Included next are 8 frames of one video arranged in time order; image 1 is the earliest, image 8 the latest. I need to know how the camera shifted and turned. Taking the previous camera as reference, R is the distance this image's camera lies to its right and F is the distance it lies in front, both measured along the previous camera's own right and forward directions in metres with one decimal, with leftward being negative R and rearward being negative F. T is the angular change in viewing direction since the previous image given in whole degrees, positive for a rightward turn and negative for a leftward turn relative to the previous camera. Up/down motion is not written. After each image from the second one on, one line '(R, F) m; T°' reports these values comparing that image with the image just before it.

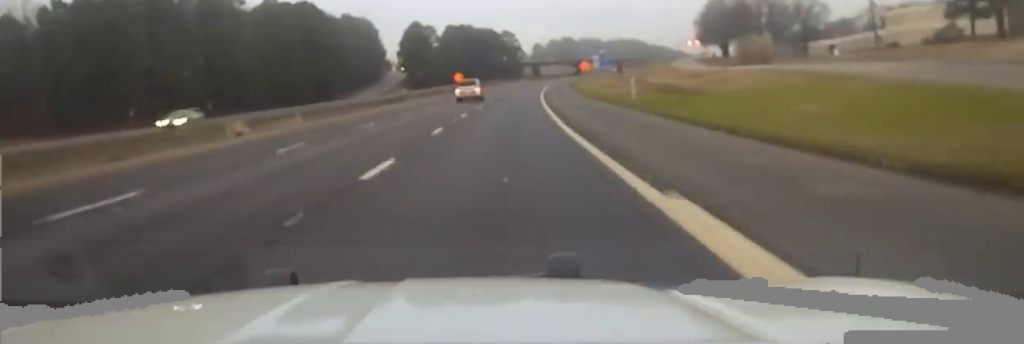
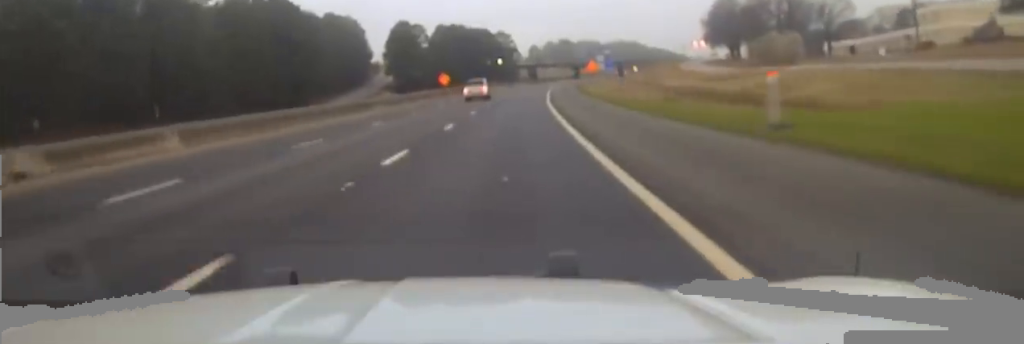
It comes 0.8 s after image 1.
(+0.1, +22.3) m; 0°
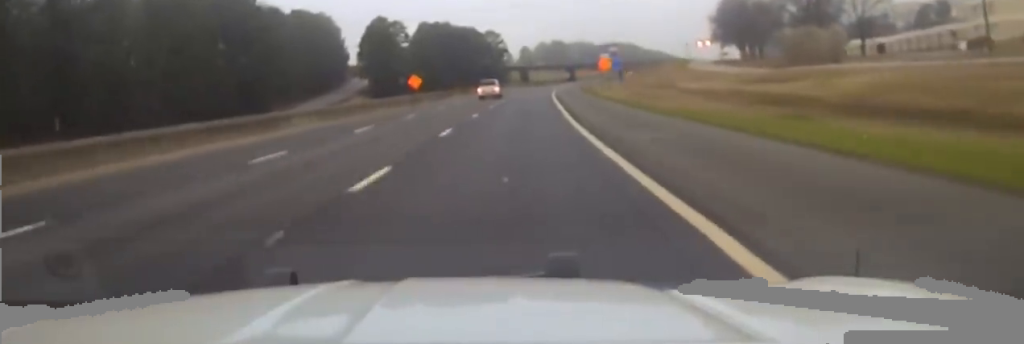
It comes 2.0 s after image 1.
(0.0, +29.1) m; 0°
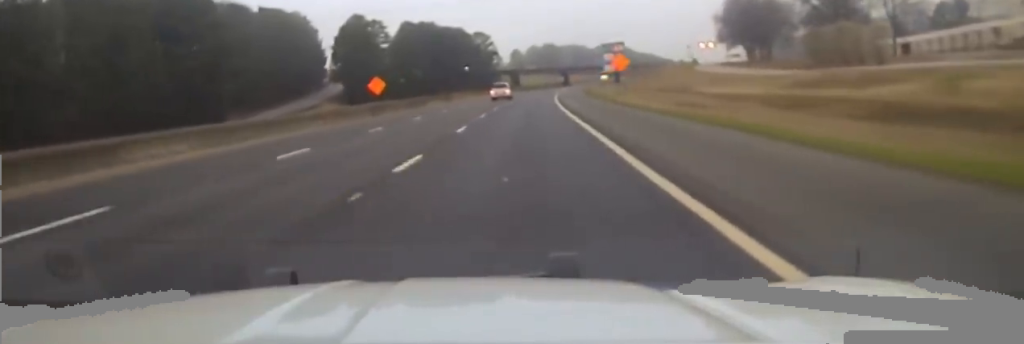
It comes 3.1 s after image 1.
(0.0, +22.3) m; +1°
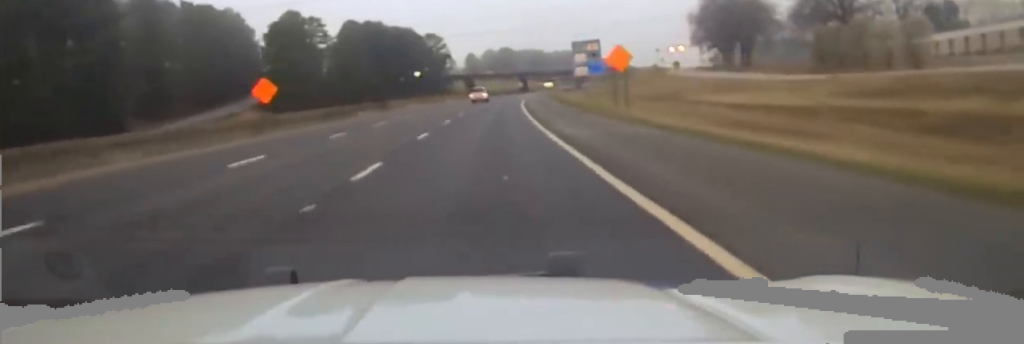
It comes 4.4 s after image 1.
(+0.6, +24.9) m; +4°
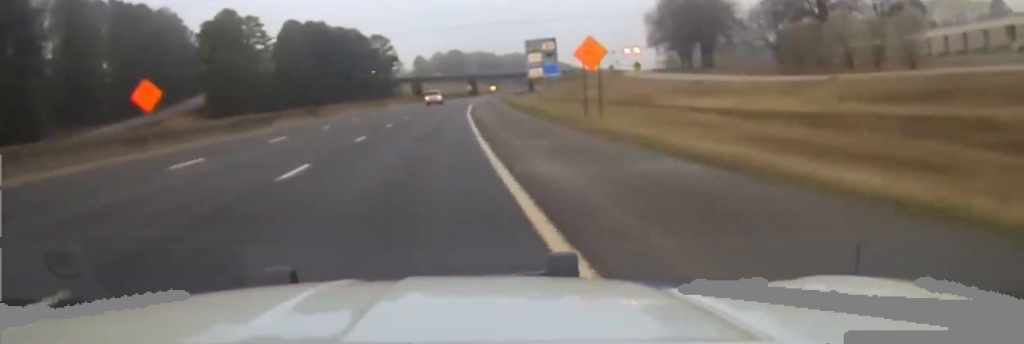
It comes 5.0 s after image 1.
(+0.4, +10.7) m; +1°
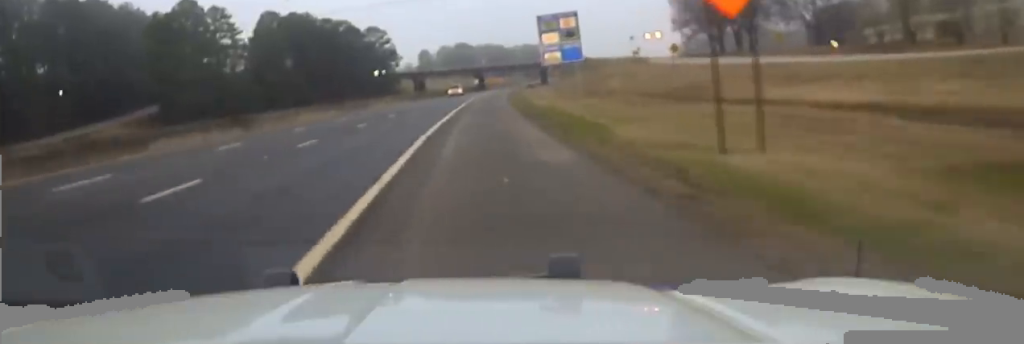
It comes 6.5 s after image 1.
(+0.3, +26.5) m; 0°
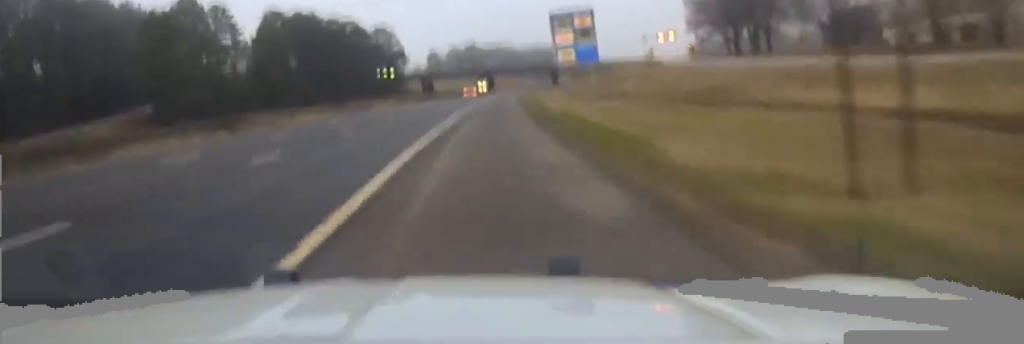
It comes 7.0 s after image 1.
(0.0, +6.7) m; 0°
